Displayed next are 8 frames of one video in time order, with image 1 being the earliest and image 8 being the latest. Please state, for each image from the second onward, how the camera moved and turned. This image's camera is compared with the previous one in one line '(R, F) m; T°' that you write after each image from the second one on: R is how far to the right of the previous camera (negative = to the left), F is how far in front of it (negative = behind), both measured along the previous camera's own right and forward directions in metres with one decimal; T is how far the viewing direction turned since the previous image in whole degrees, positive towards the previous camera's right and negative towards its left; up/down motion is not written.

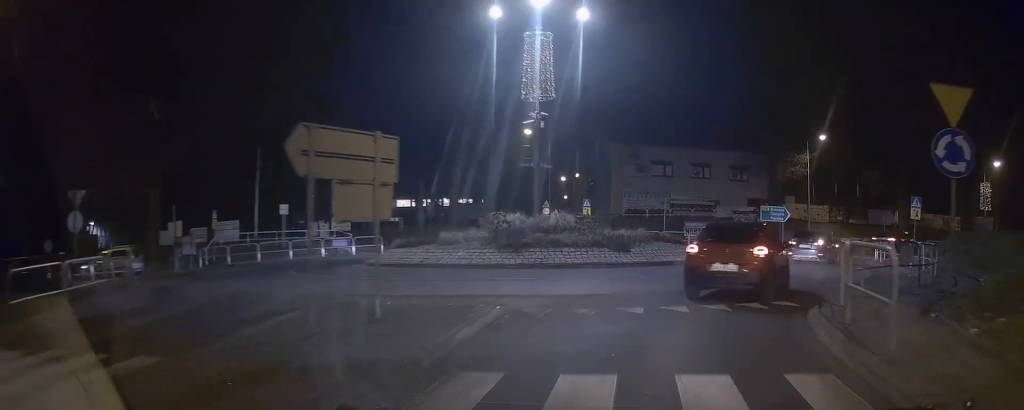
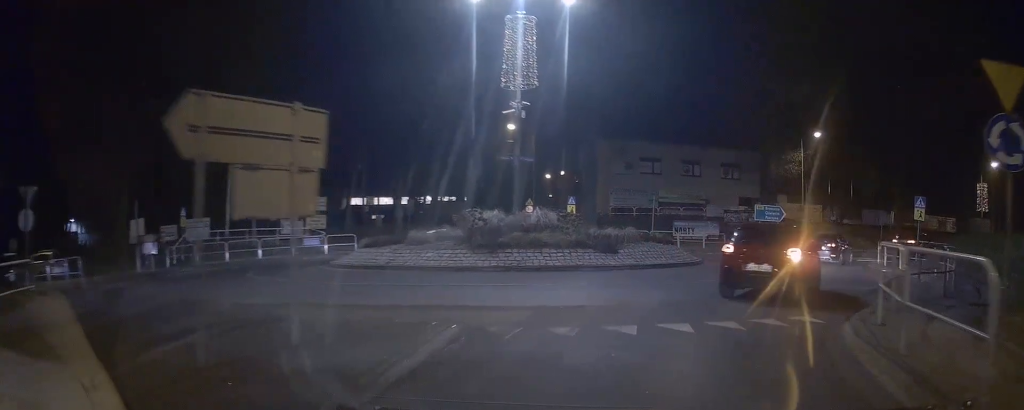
(0.0, +1.9) m; +1°
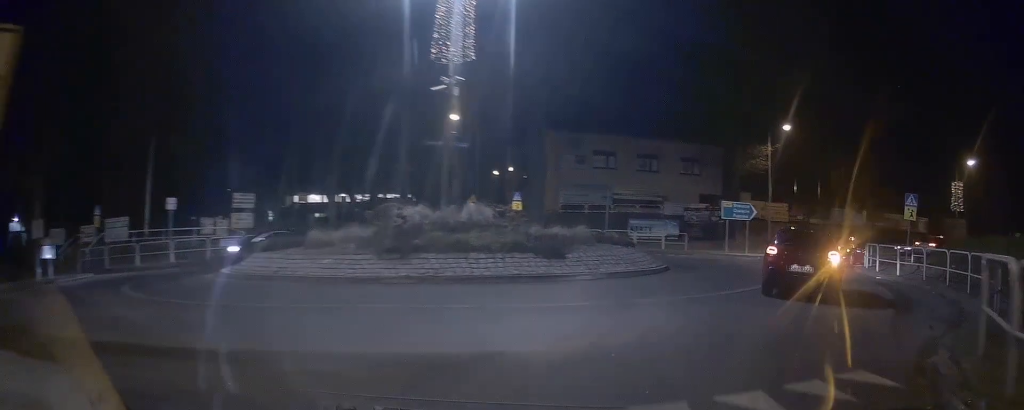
(0.0, +3.7) m; +8°
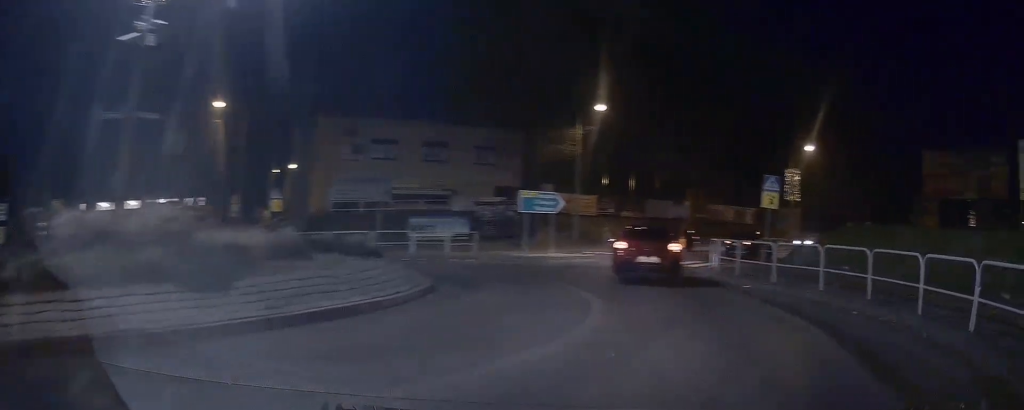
(+1.1, +6.3) m; +17°
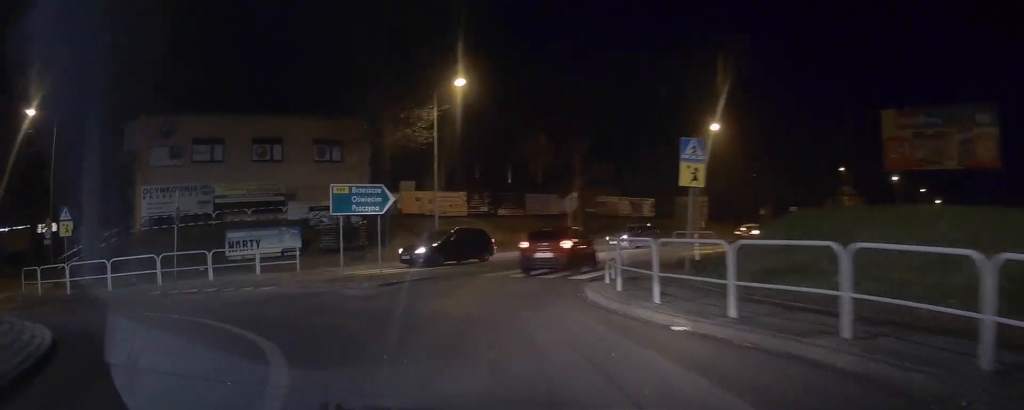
(+0.8, +7.4) m; +3°
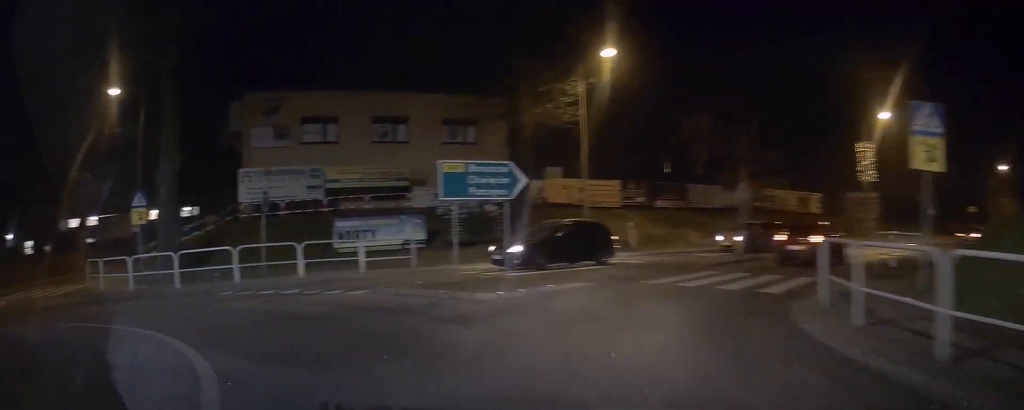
(-0.2, +4.4) m; -7°
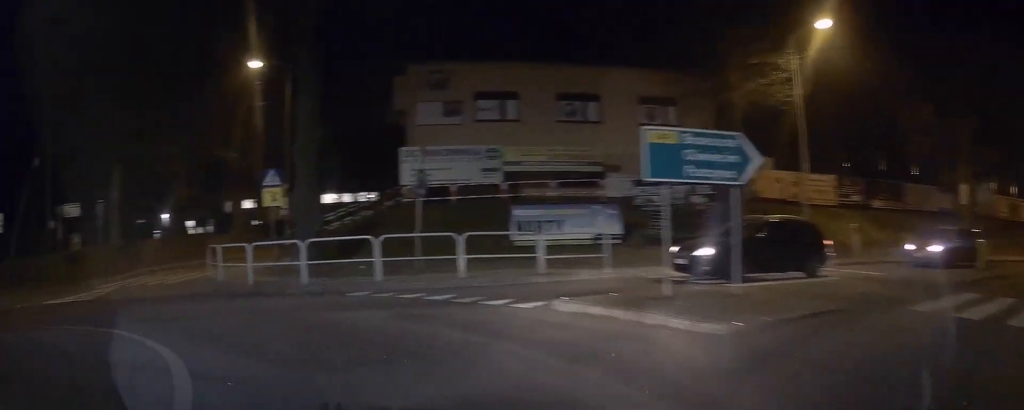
(-0.3, +4.0) m; -11°
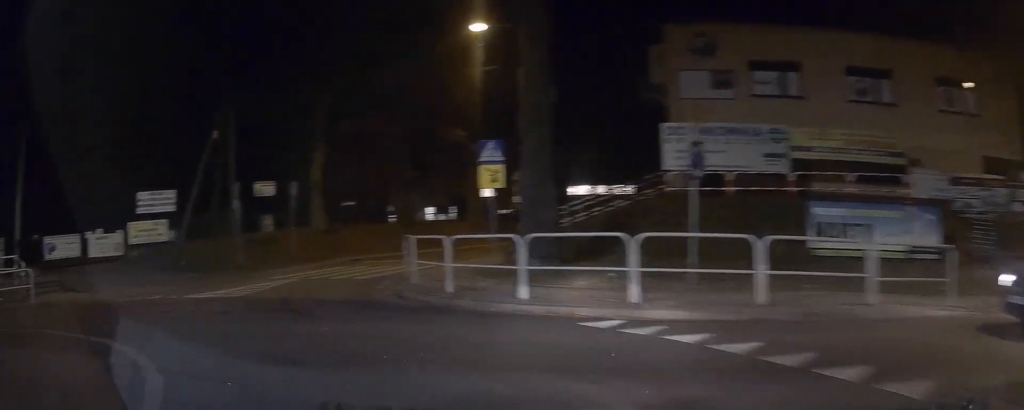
(-0.5, +4.6) m; -24°
